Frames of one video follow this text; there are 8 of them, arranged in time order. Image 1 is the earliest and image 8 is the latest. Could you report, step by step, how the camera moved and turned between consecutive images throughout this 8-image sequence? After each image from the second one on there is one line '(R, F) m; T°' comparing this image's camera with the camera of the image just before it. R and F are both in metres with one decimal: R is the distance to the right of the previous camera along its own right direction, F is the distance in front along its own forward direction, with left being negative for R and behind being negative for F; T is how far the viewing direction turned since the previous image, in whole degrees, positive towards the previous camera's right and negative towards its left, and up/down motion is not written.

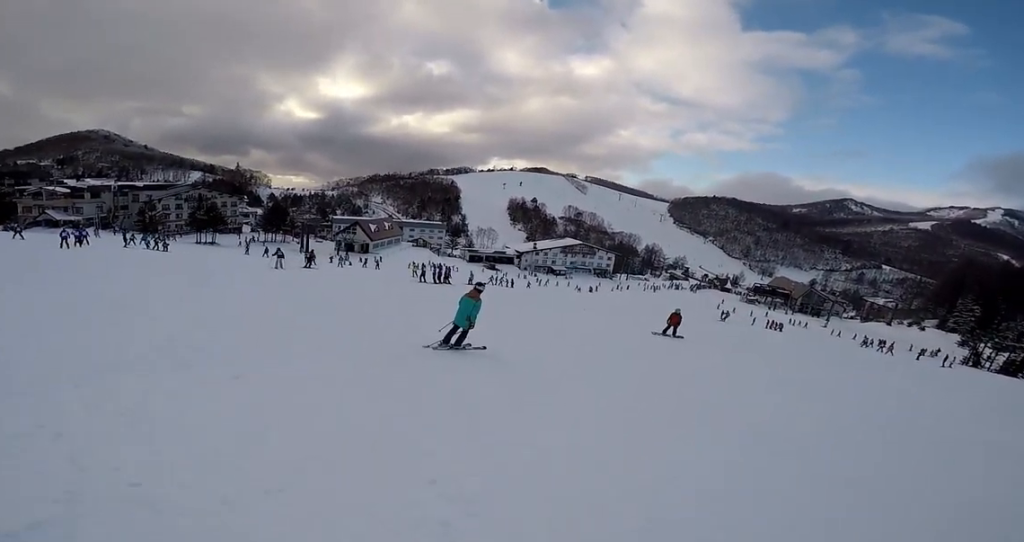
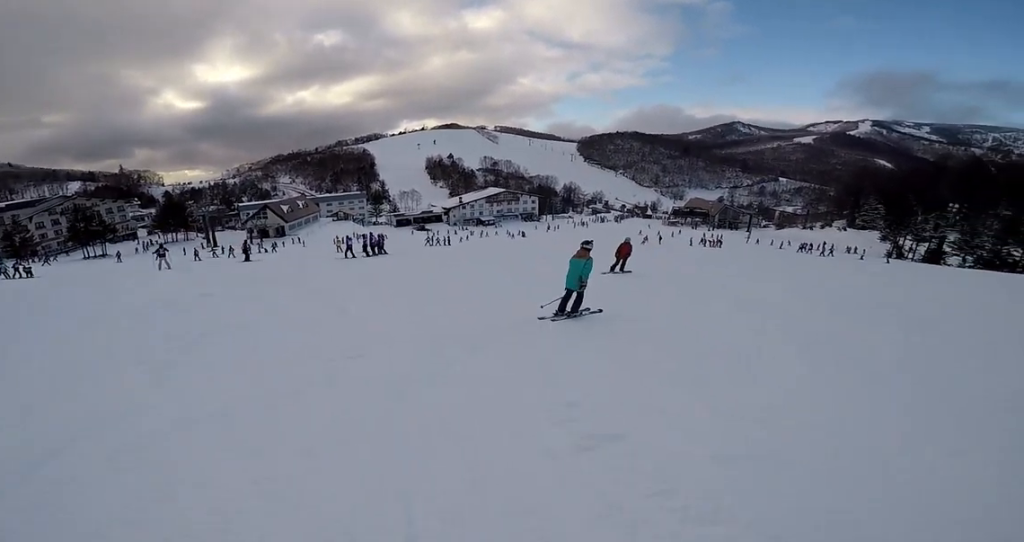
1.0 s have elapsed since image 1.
(+0.4, +4.3) m; +14°
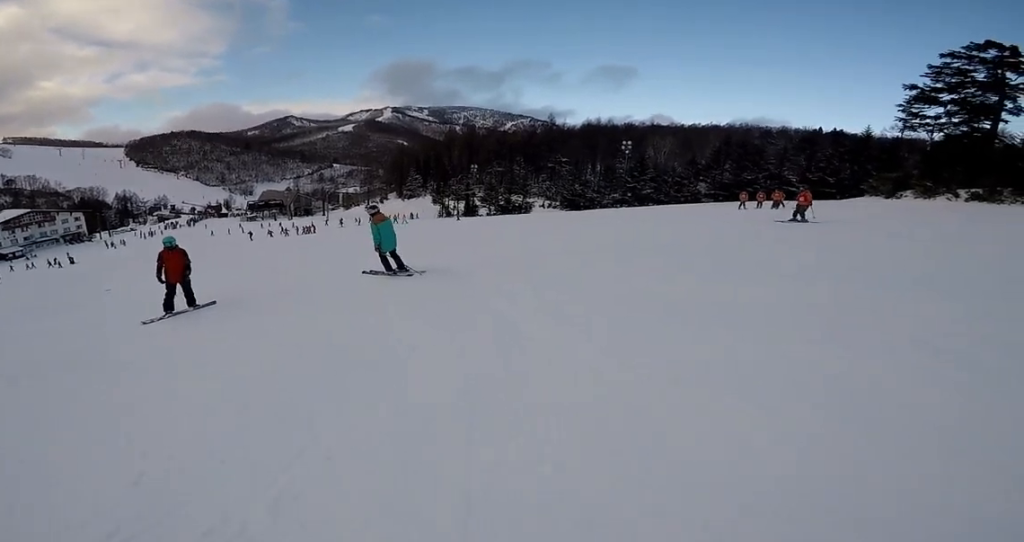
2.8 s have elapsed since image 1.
(+3.1, +7.6) m; +38°
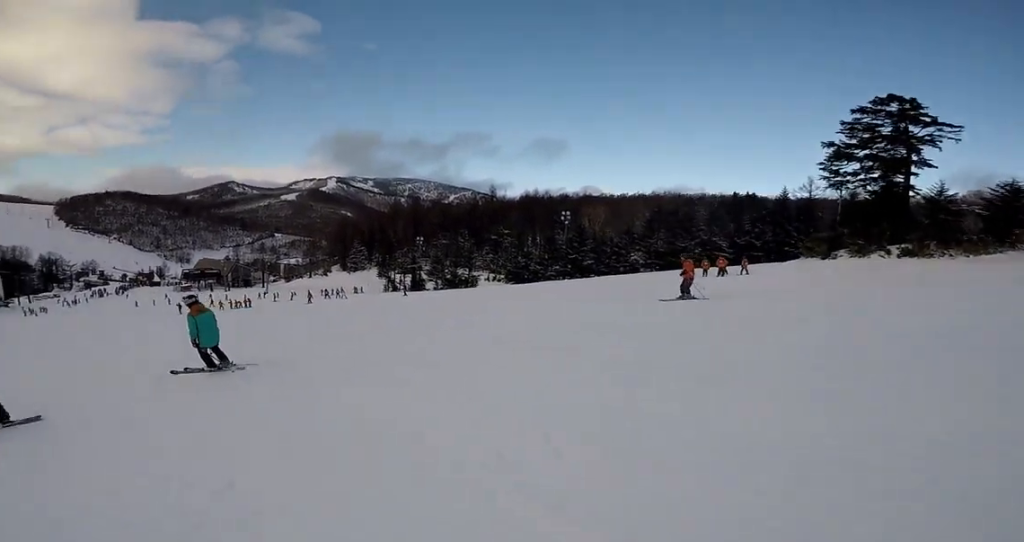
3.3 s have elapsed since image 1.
(+0.4, +2.4) m; +2°
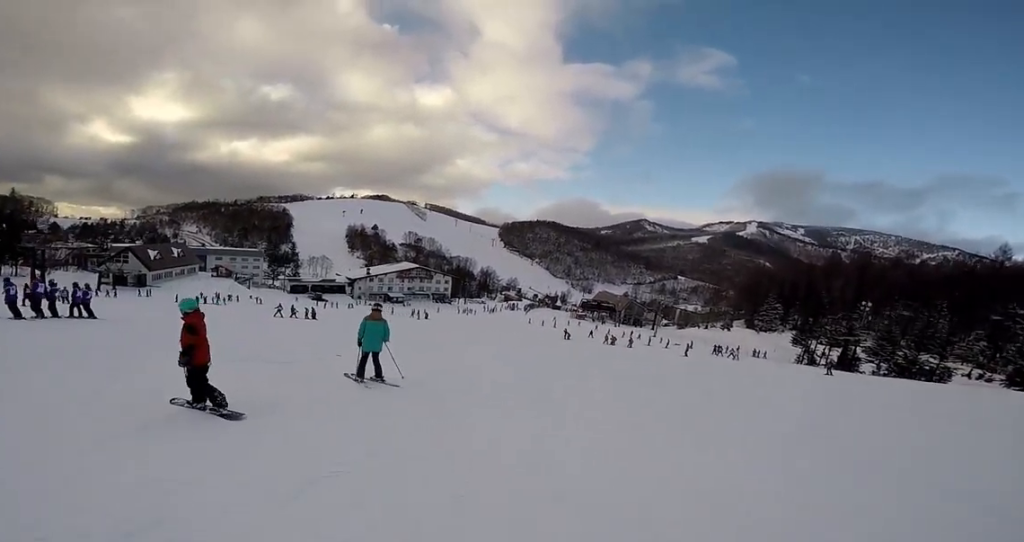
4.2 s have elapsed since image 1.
(-0.3, +4.1) m; -32°
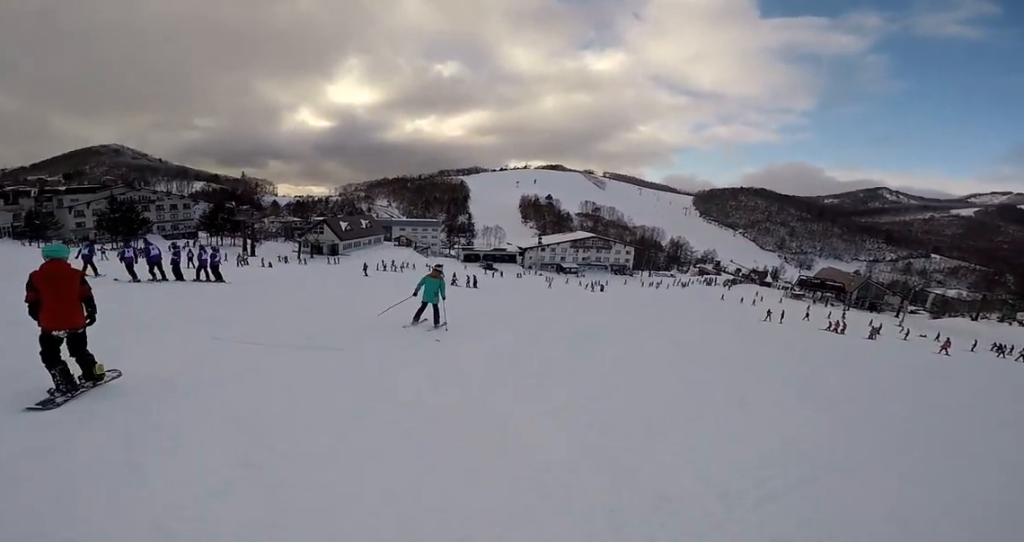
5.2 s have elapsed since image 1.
(-2.7, +4.3) m; -37°
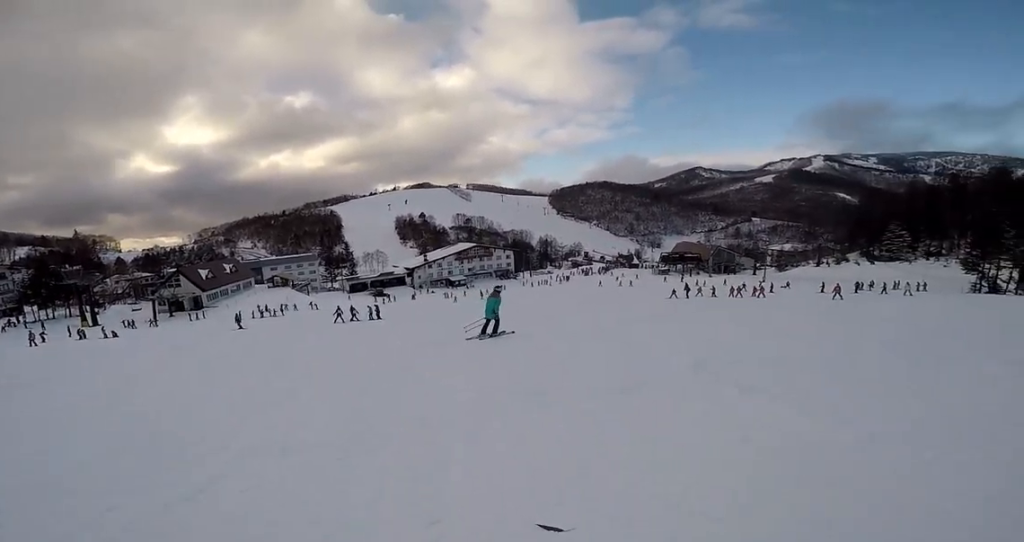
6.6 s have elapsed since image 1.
(+0.8, +7.1) m; +29°
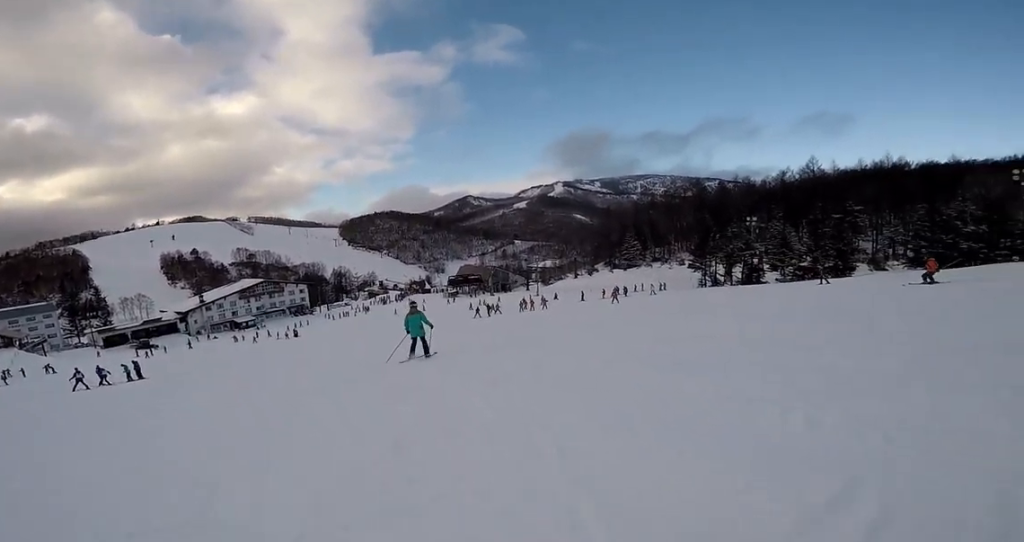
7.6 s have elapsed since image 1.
(+1.3, +4.4) m; +29°
